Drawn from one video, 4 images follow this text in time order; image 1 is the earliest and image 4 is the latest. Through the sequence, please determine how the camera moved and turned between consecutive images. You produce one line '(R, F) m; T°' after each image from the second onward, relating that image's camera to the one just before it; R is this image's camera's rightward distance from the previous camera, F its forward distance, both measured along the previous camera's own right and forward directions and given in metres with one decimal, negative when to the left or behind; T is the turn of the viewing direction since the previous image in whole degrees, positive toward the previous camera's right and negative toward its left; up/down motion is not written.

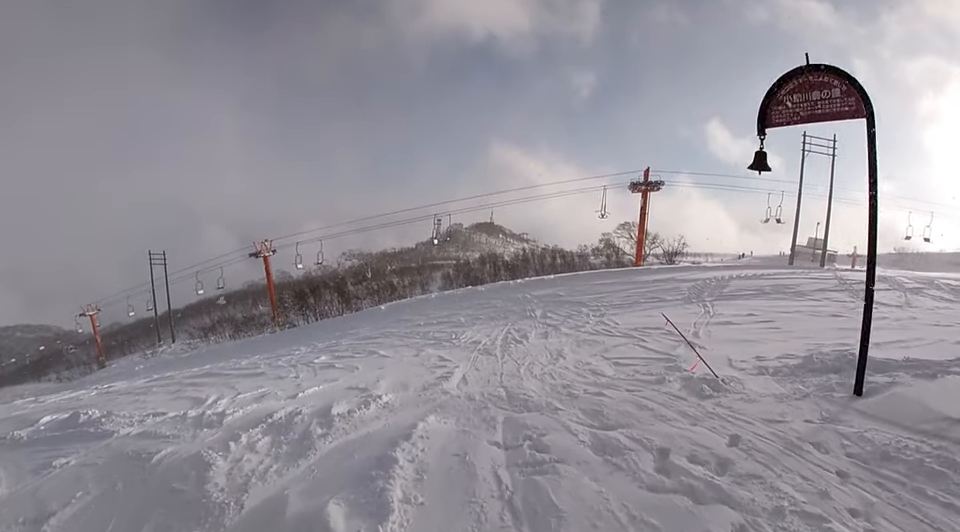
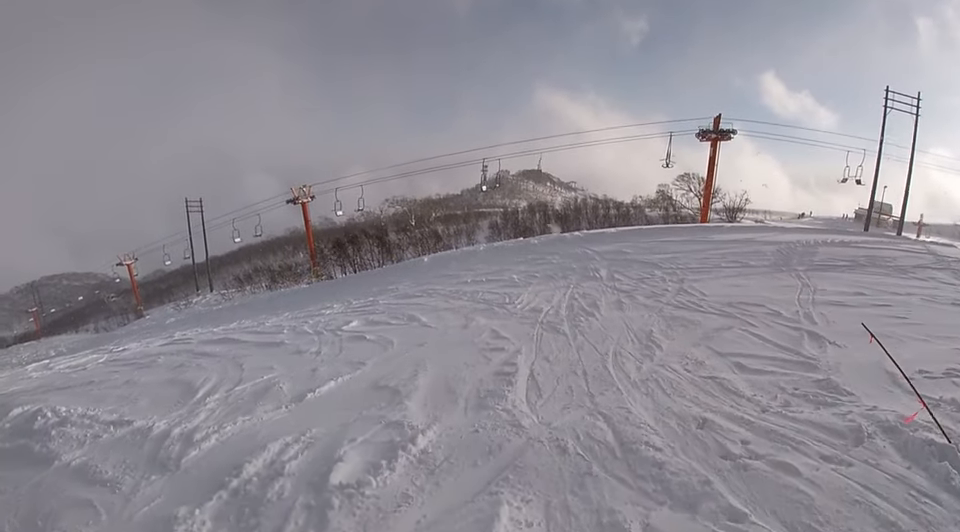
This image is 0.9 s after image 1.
(-0.1, +3.3) m; -6°
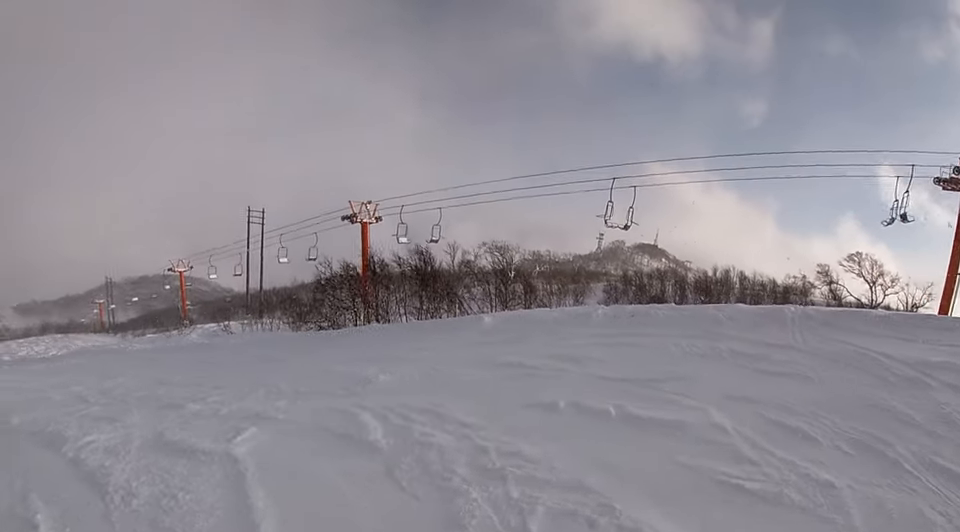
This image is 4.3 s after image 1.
(-0.3, +15.8) m; +2°
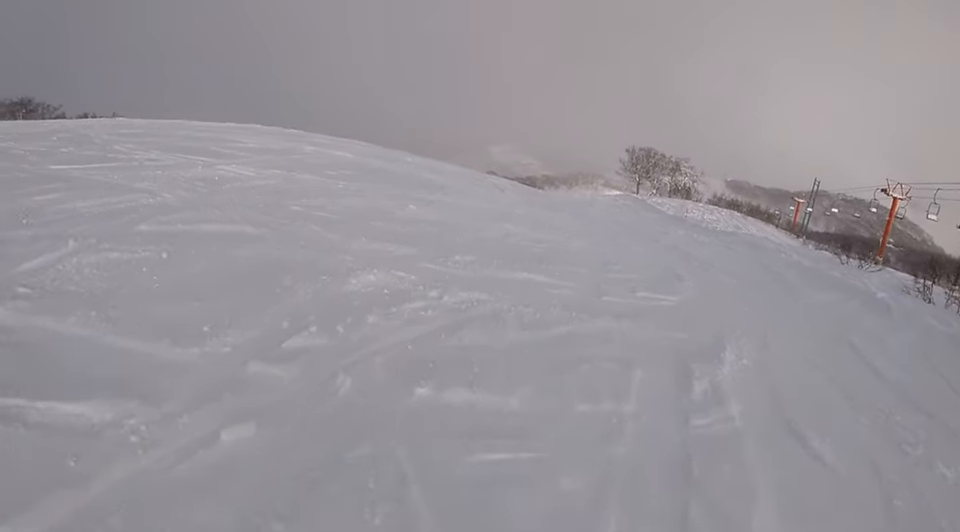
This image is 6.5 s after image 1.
(-4.5, +8.2) m; -81°
